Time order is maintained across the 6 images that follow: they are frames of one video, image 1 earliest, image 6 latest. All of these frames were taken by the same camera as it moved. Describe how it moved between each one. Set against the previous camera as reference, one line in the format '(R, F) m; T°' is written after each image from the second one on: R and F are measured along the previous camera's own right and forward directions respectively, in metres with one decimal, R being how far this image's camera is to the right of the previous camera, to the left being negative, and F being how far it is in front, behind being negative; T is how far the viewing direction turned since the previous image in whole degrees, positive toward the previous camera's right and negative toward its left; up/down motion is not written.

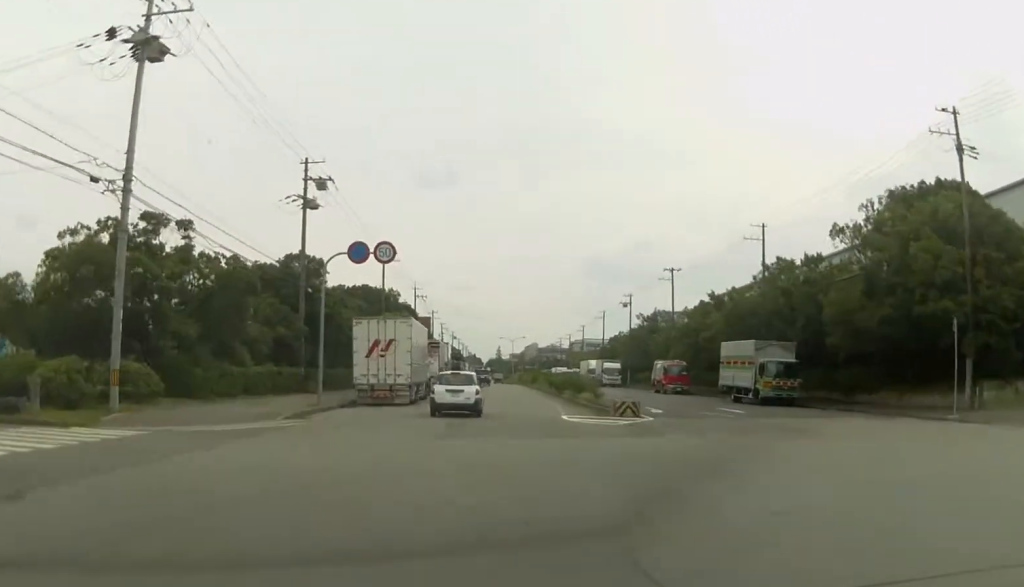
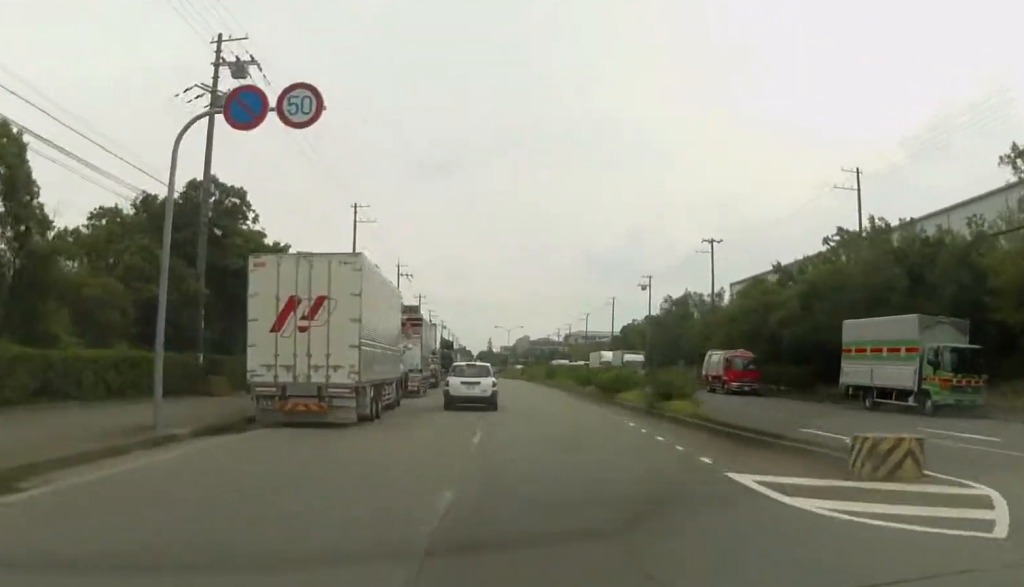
(+0.3, +17.2) m; 0°
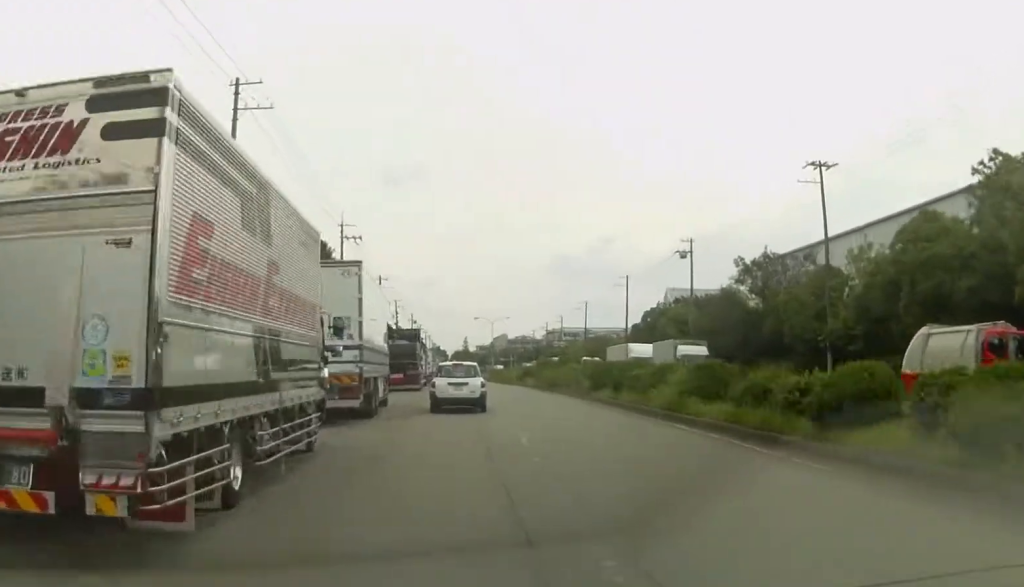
(-0.1, +28.9) m; +1°
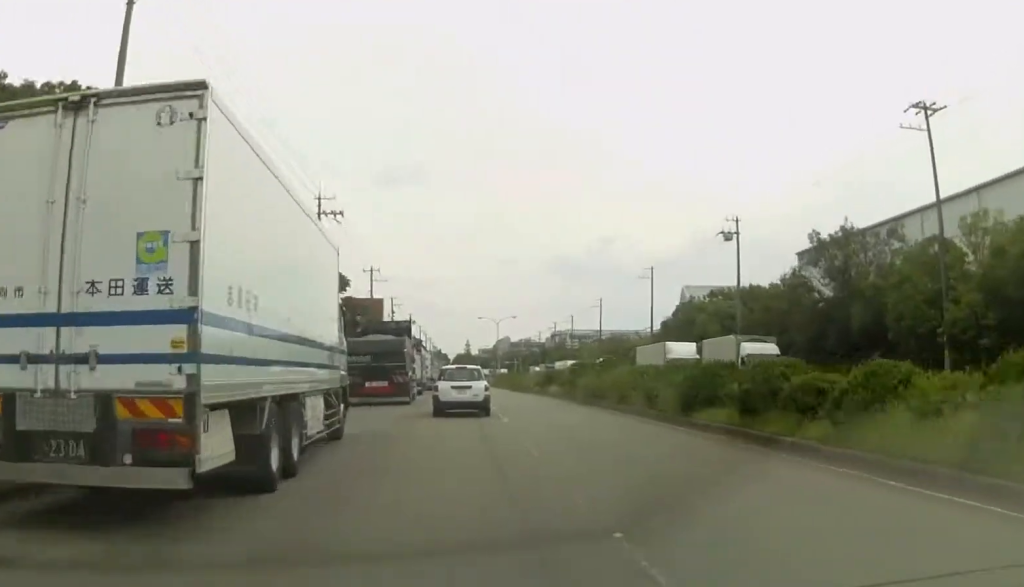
(+0.1, +12.7) m; -1°
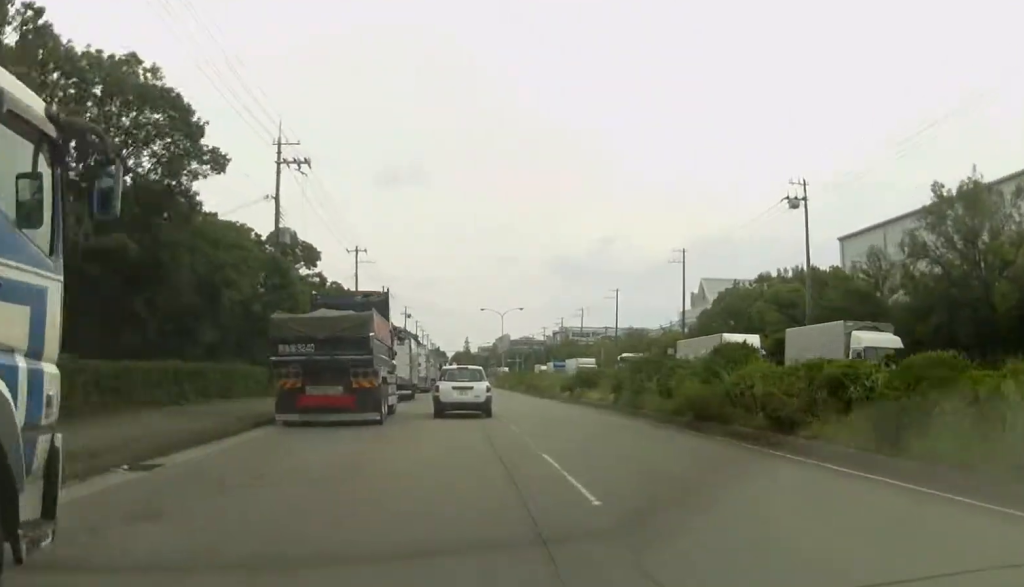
(-0.3, +13.4) m; -1°
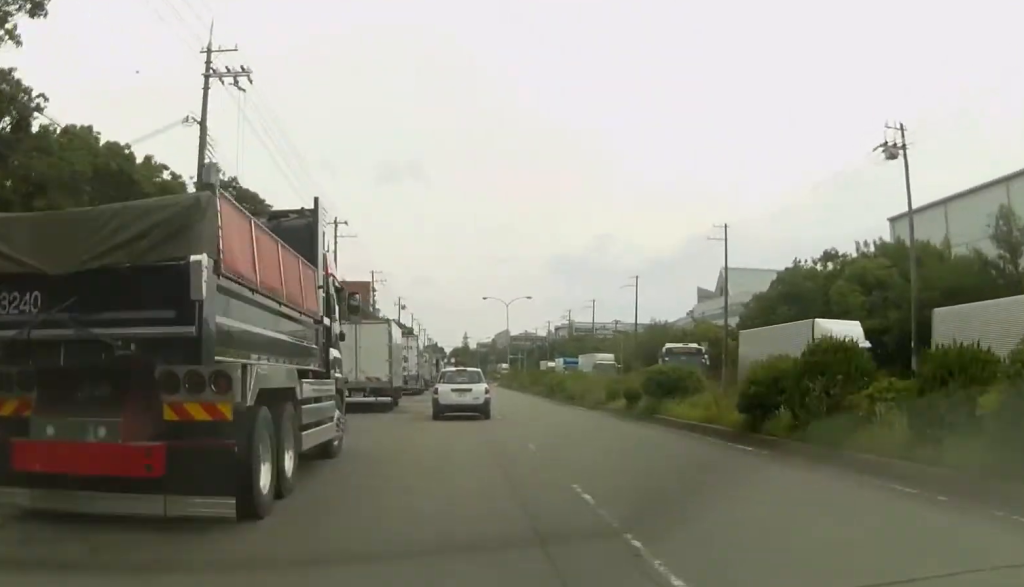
(-0.1, +13.1) m; 0°
